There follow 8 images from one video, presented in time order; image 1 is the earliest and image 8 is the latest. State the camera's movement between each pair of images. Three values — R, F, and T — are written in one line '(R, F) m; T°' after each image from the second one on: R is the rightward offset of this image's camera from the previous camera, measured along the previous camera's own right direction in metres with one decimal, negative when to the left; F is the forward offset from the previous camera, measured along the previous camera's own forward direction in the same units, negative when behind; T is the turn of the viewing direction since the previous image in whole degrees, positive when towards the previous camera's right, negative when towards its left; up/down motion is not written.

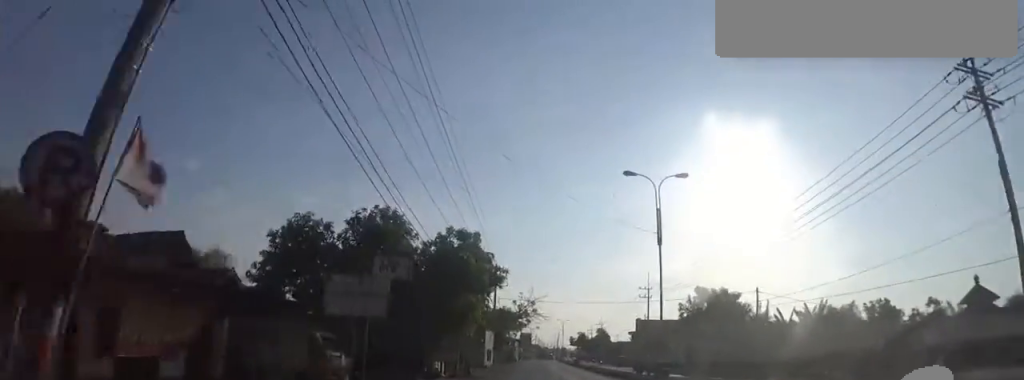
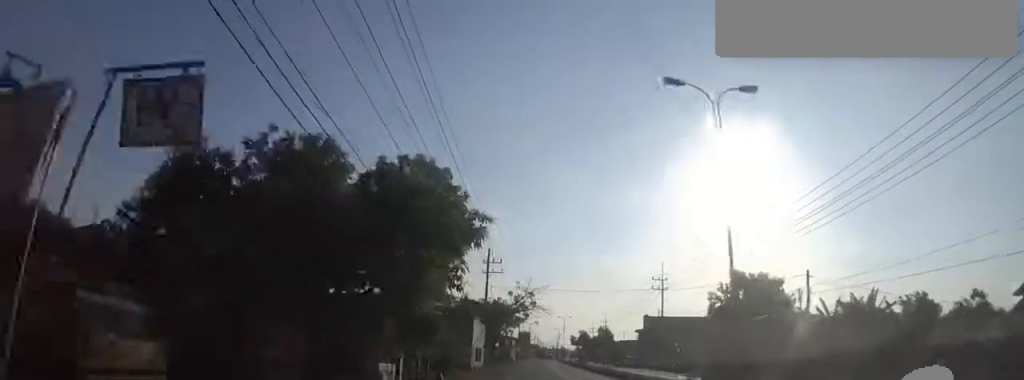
(0.0, +8.4) m; 0°
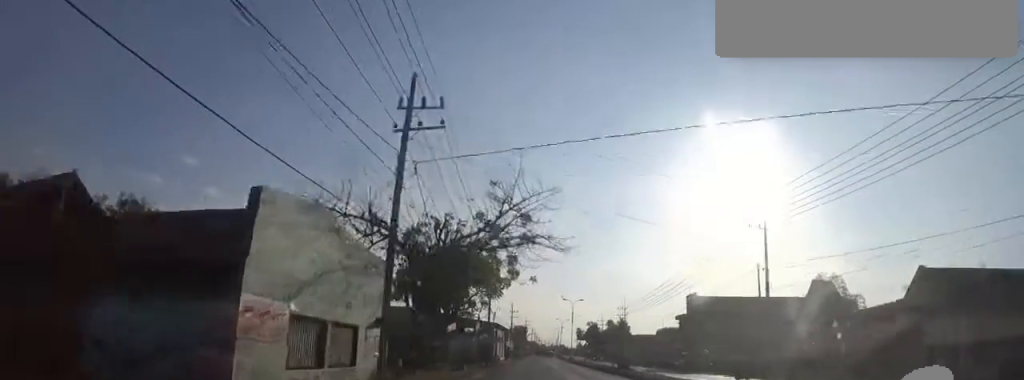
(-0.7, +29.2) m; -3°
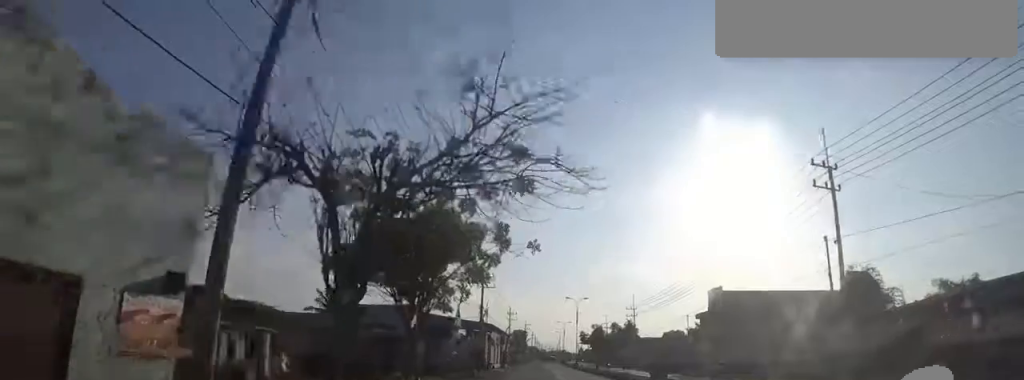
(-0.6, +8.7) m; +1°
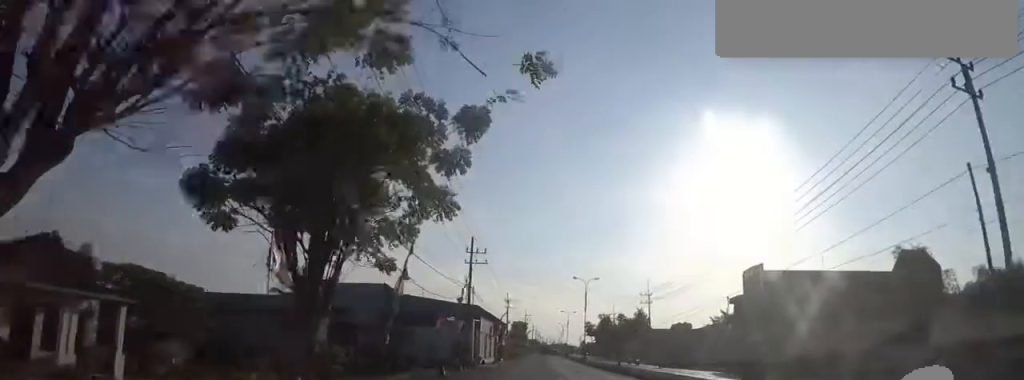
(+0.1, +10.1) m; +1°
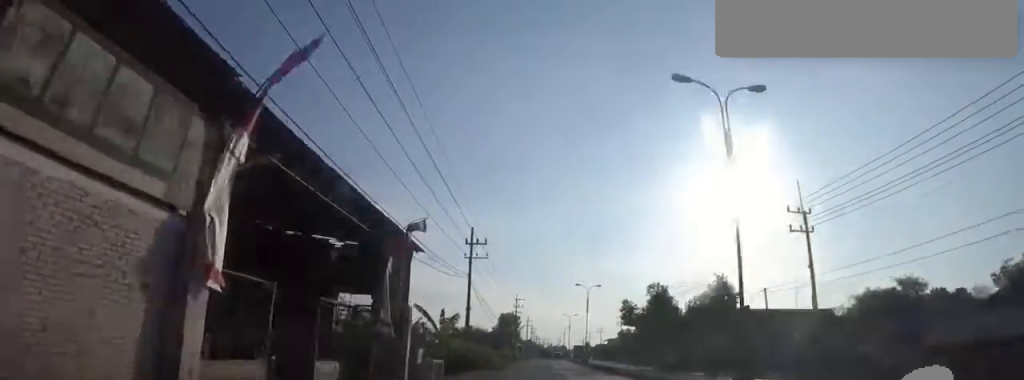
(+0.4, +44.5) m; 0°
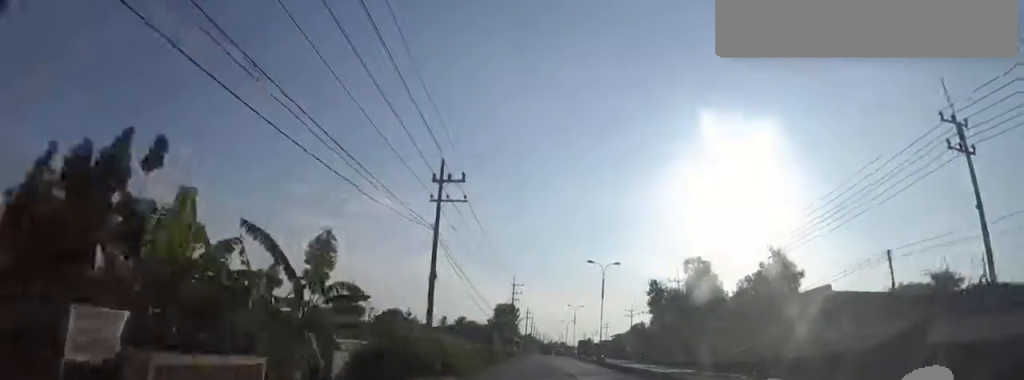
(+1.0, +13.1) m; 0°
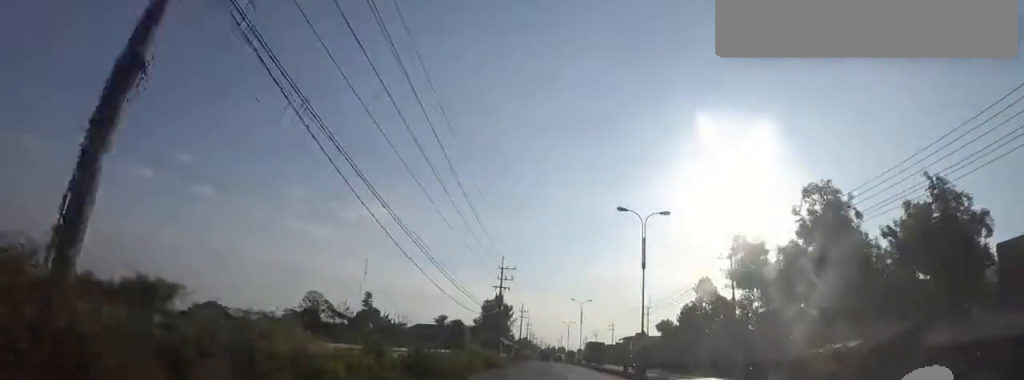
(-1.7, +18.7) m; -1°
